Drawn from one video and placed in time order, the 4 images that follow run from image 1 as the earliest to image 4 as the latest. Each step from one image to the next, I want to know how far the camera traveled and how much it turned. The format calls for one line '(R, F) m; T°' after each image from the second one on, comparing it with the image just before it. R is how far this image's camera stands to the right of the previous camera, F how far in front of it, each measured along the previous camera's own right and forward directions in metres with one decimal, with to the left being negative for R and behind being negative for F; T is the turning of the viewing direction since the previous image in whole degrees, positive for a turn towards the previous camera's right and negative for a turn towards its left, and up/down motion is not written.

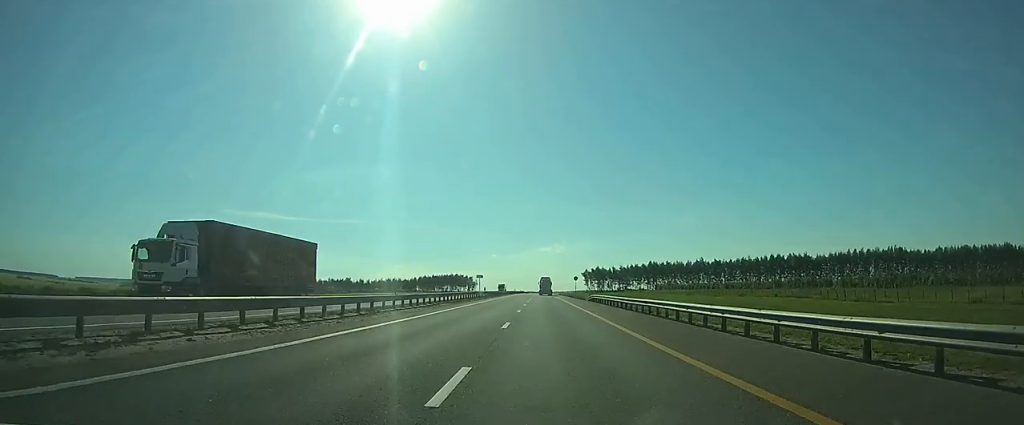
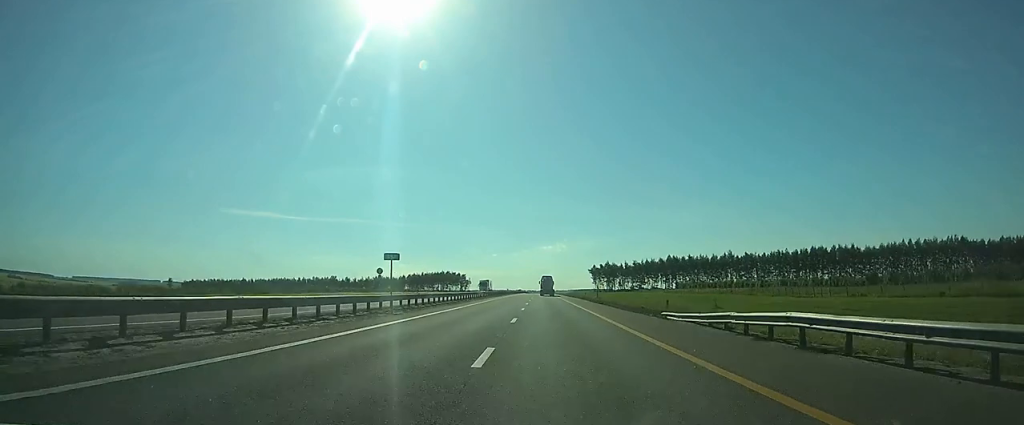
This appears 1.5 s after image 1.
(0.0, +44.0) m; 0°
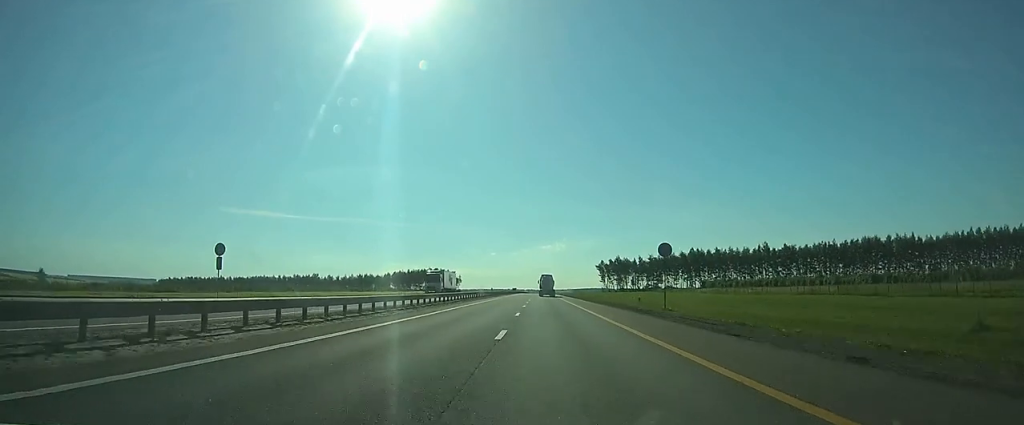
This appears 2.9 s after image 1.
(-0.1, +42.3) m; 0°
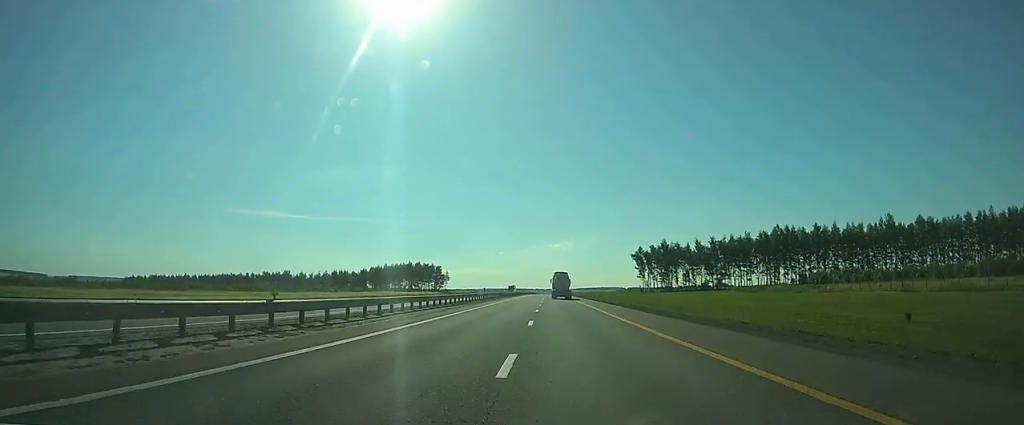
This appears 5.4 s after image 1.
(-0.5, +76.1) m; -1°
